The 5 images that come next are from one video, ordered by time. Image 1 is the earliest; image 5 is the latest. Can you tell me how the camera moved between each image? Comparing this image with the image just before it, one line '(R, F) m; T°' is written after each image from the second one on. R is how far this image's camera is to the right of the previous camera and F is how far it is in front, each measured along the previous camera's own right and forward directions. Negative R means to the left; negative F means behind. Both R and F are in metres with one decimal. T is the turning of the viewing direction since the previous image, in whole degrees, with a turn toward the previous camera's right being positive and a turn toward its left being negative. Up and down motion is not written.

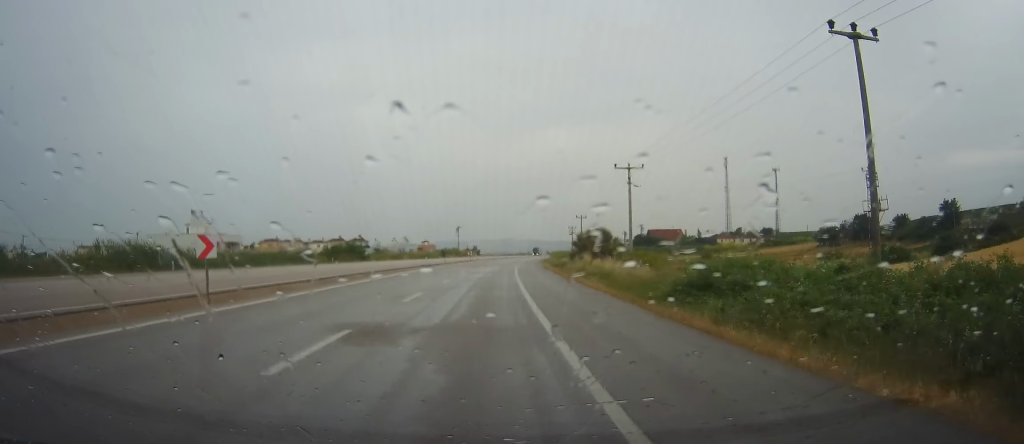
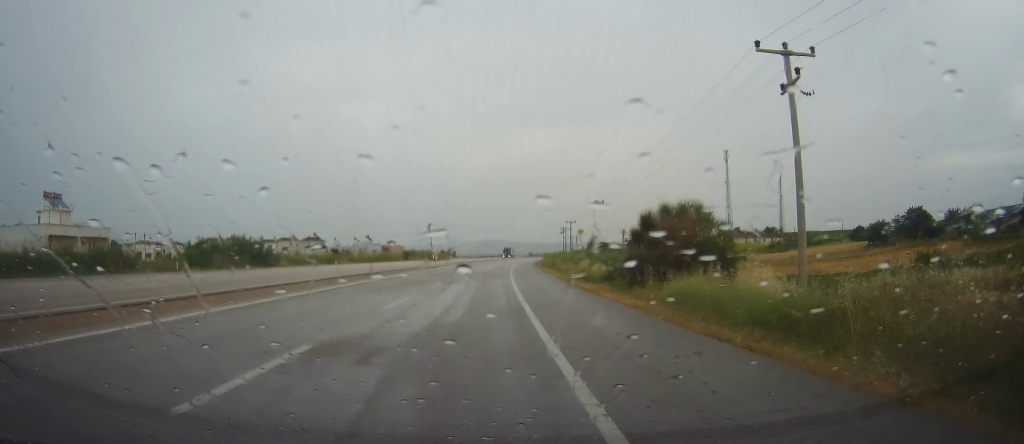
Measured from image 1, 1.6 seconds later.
(+0.2, +36.5) m; -1°
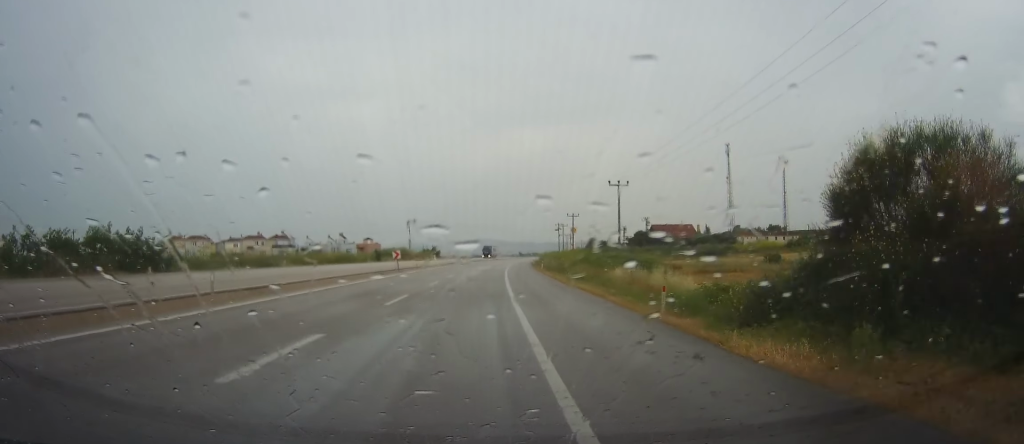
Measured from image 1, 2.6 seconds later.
(-0.1, +21.2) m; +1°
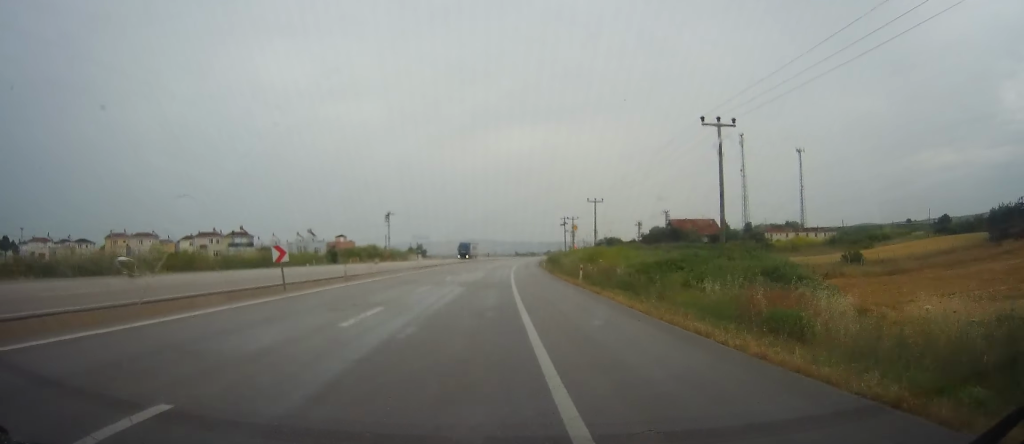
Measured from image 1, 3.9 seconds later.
(+0.5, +28.1) m; +1°
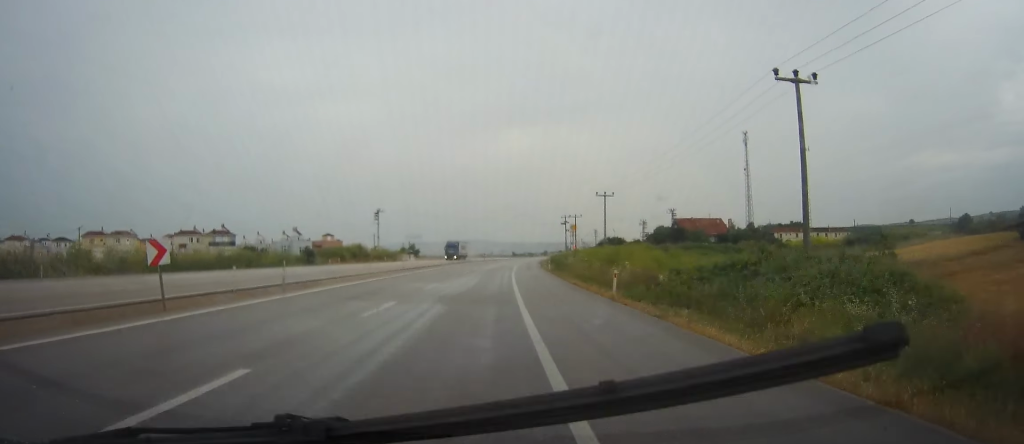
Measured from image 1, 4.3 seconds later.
(-0.1, +9.3) m; +1°
